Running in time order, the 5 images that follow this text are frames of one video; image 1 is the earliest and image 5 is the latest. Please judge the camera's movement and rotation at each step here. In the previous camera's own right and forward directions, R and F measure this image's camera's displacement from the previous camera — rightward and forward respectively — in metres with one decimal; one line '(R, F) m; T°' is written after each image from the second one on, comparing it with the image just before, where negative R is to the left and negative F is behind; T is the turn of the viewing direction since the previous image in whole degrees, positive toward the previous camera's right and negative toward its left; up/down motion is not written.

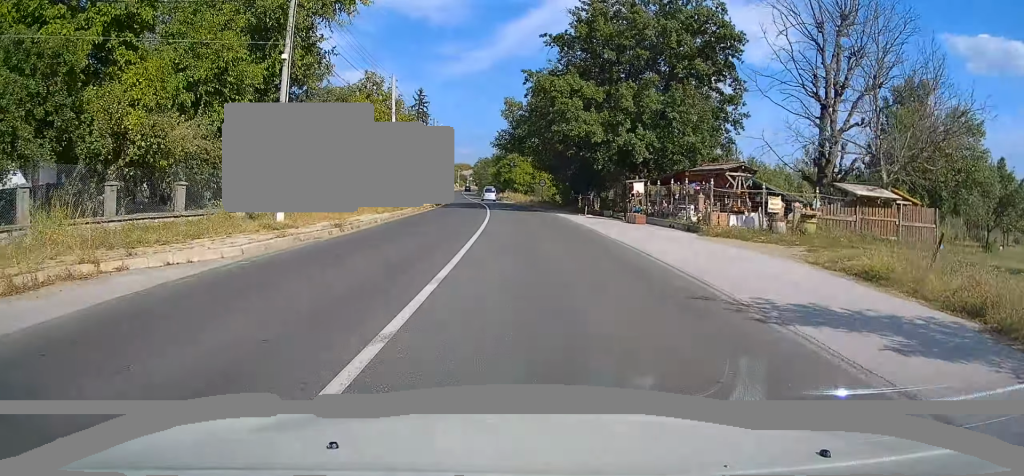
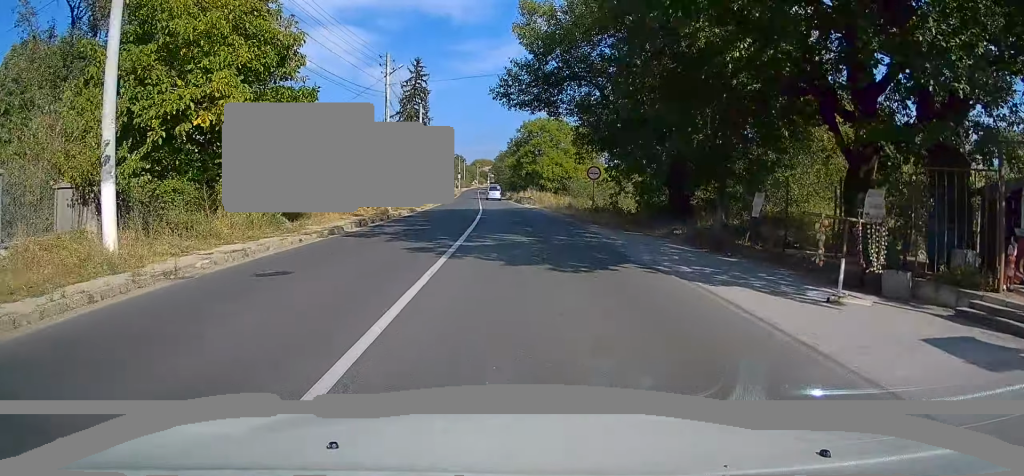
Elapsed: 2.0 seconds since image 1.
(-0.2, +28.9) m; -2°
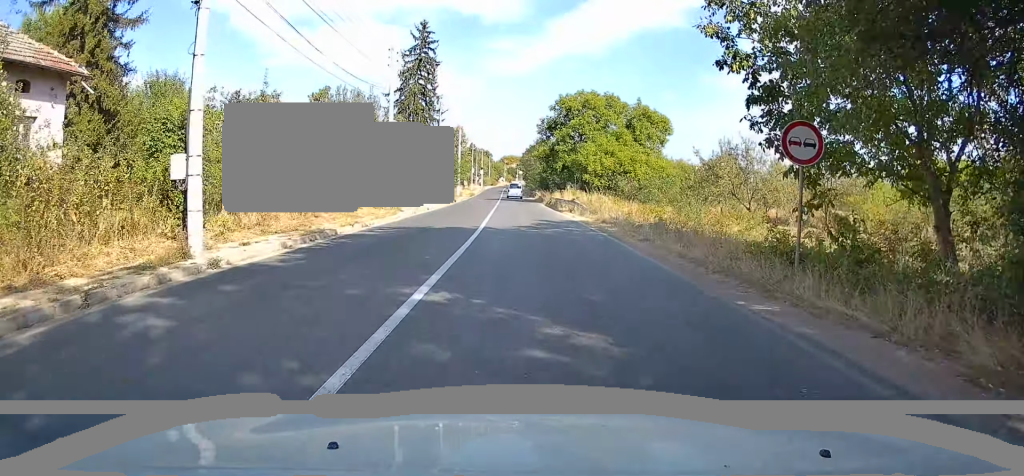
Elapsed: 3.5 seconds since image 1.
(-0.1, +21.3) m; -1°
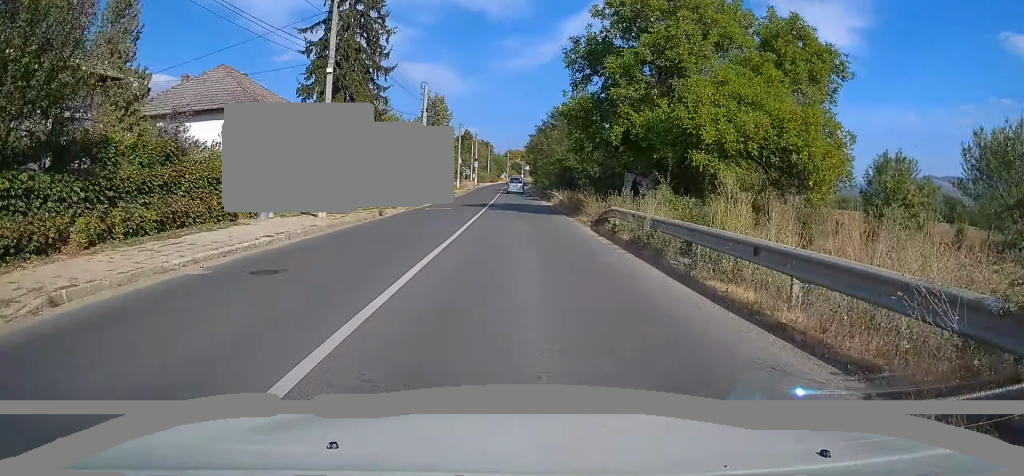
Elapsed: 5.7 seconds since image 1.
(-1.0, +32.0) m; -3°
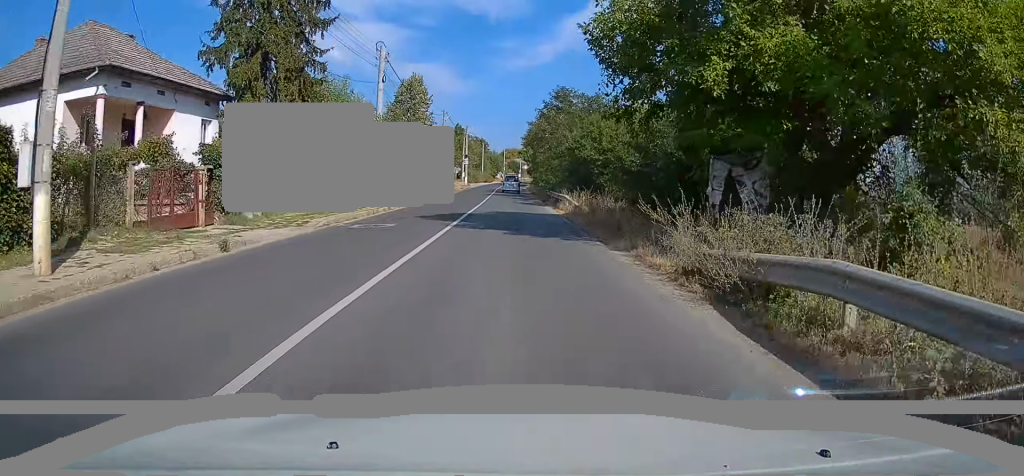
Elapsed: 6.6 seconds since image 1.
(-0.3, +13.6) m; 0°
